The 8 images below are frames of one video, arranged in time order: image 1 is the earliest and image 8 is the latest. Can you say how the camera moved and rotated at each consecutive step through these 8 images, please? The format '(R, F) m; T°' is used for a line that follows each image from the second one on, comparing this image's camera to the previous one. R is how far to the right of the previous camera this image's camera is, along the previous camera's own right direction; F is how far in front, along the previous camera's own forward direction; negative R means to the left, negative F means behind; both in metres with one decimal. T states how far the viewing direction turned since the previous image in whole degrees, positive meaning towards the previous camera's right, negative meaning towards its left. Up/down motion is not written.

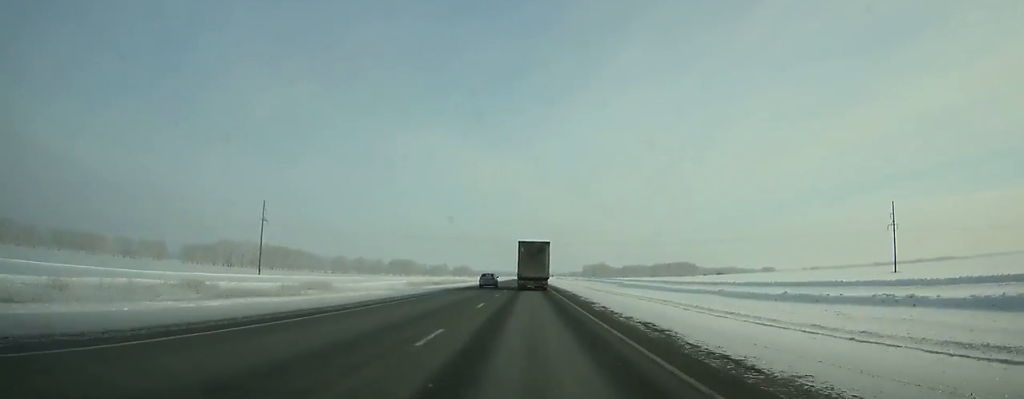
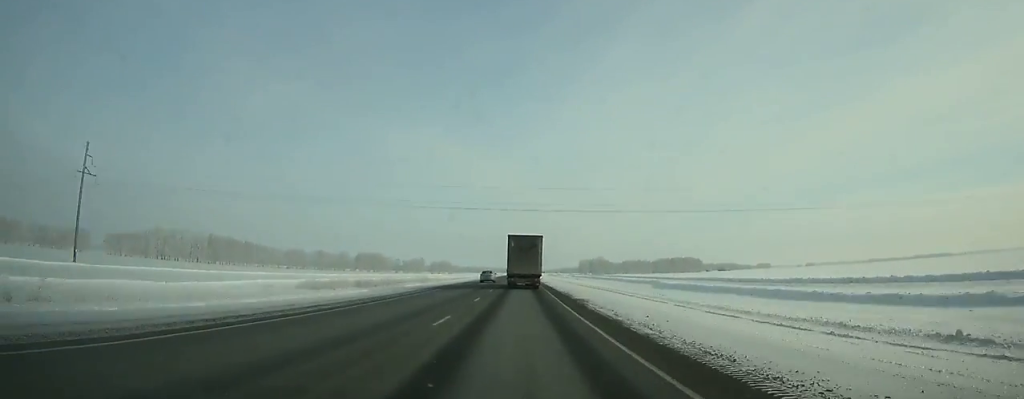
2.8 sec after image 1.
(+0.3, +68.3) m; 0°
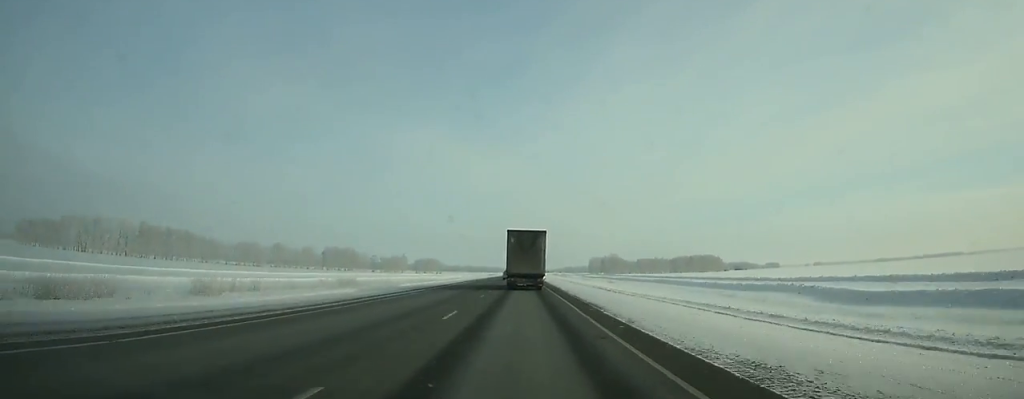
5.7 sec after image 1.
(+0.1, +70.6) m; 0°
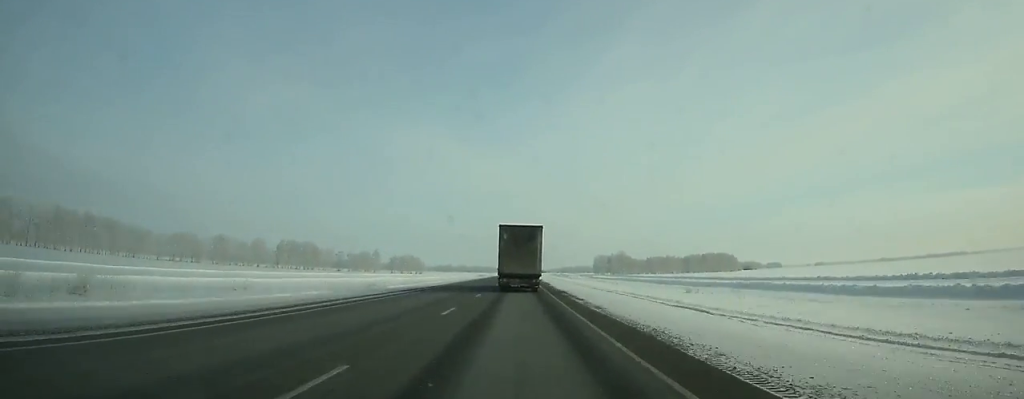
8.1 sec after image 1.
(0.0, +57.7) m; 0°
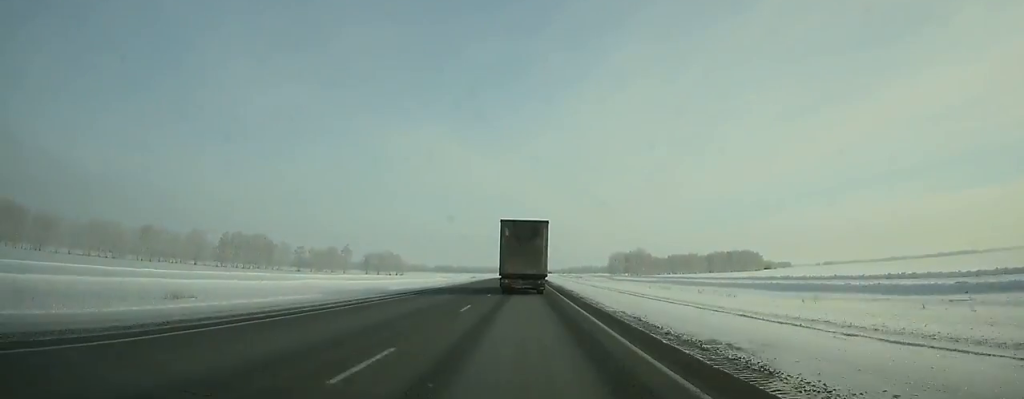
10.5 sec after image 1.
(0.0, +56.6) m; 0°
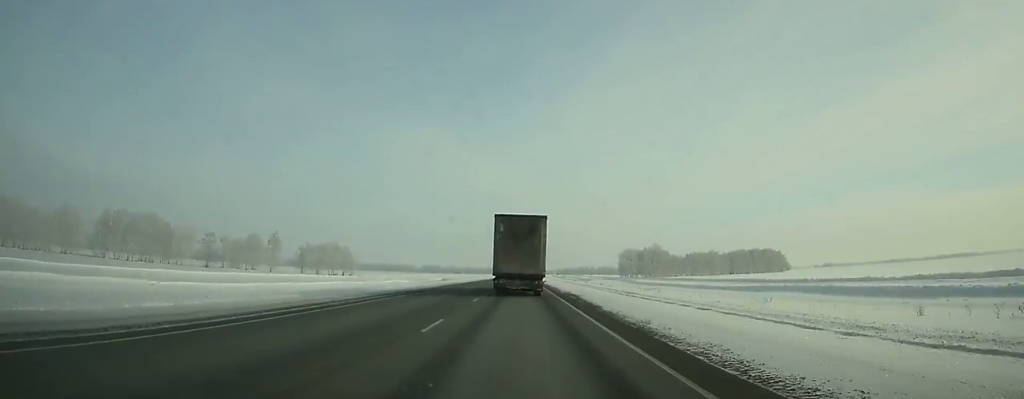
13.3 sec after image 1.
(+0.3, +63.6) m; 0°
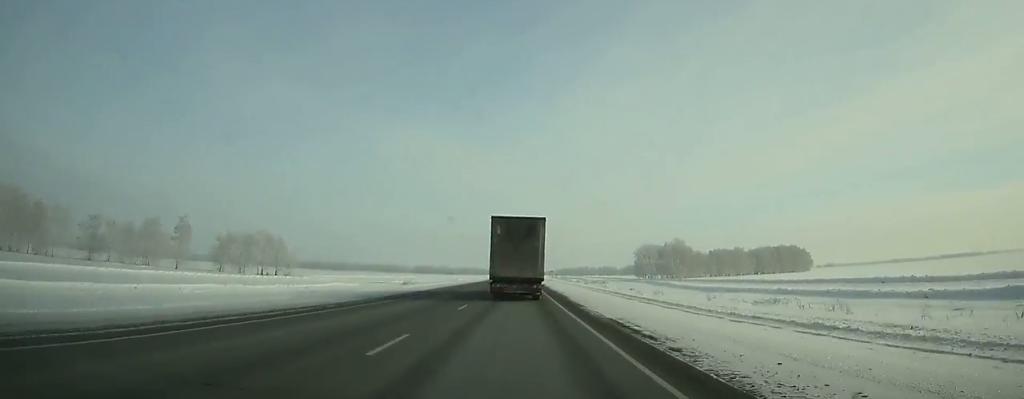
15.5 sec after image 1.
(+0.2, +47.8) m; 0°
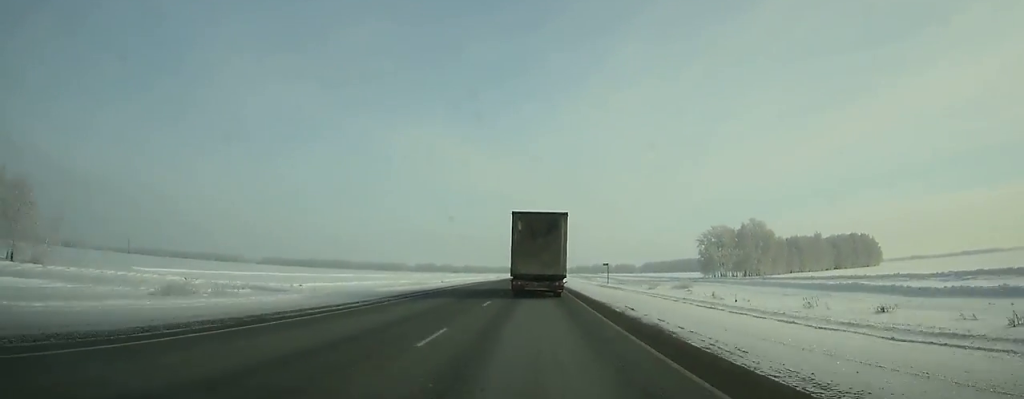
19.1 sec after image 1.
(-0.4, +76.2) m; 0°
